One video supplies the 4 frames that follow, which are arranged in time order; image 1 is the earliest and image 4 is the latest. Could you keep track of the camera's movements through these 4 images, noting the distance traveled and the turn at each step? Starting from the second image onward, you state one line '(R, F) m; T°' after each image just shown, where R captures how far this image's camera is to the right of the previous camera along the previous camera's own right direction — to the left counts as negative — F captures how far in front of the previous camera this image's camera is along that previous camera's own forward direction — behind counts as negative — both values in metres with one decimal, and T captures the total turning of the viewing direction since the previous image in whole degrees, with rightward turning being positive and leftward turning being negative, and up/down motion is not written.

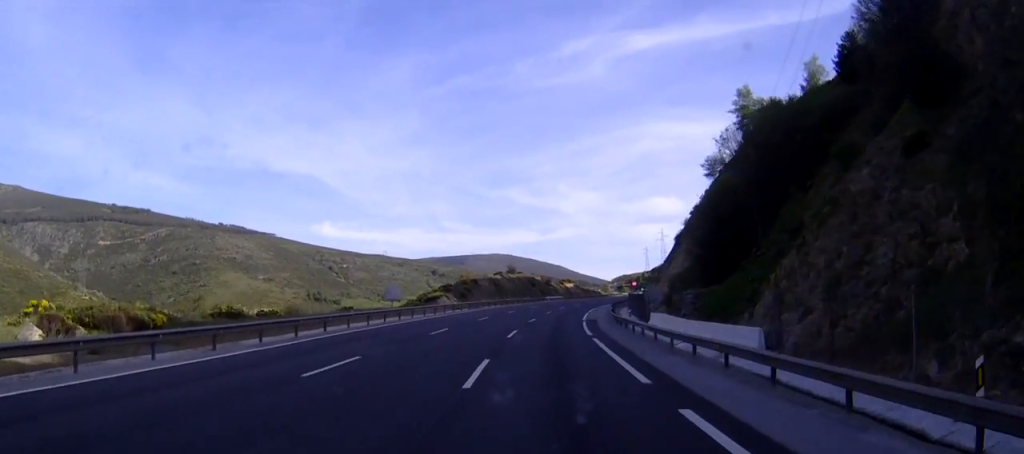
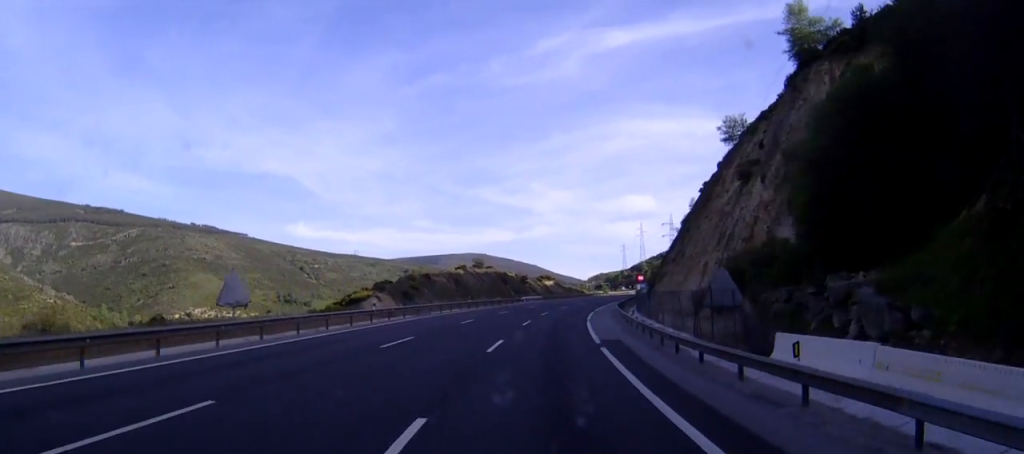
(0.0, +27.4) m; 0°
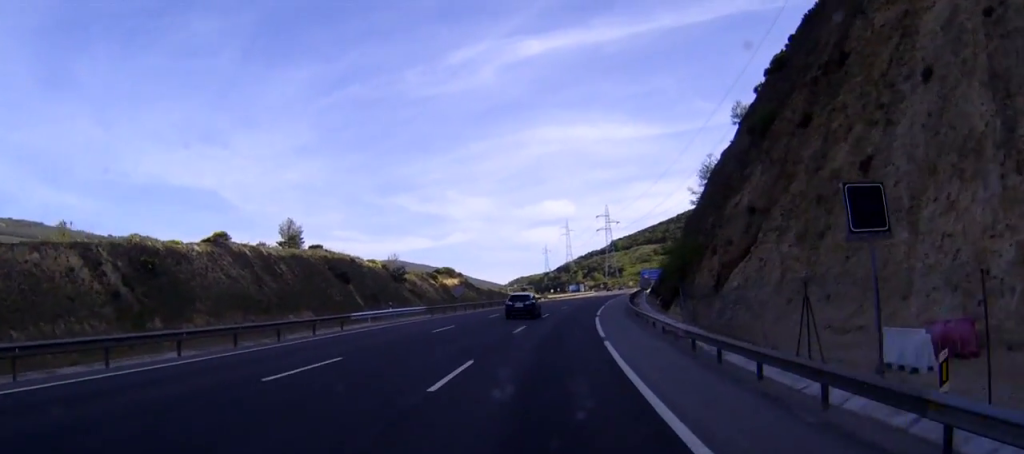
(0.0, +65.4) m; +3°
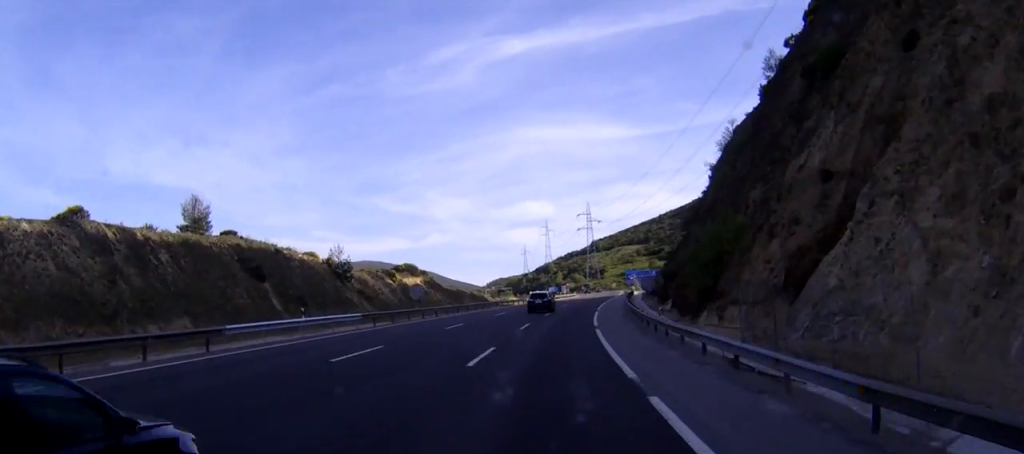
(+0.4, +13.7) m; +4°
